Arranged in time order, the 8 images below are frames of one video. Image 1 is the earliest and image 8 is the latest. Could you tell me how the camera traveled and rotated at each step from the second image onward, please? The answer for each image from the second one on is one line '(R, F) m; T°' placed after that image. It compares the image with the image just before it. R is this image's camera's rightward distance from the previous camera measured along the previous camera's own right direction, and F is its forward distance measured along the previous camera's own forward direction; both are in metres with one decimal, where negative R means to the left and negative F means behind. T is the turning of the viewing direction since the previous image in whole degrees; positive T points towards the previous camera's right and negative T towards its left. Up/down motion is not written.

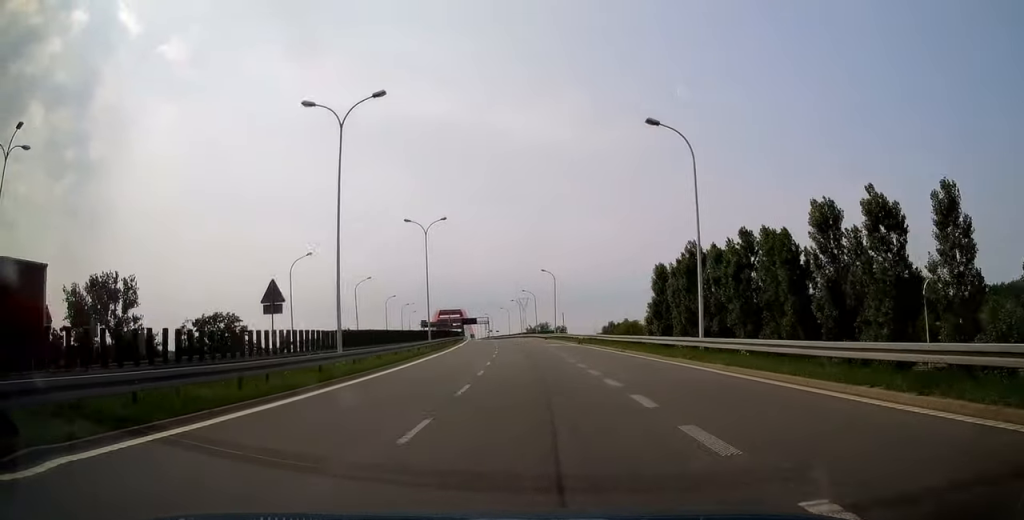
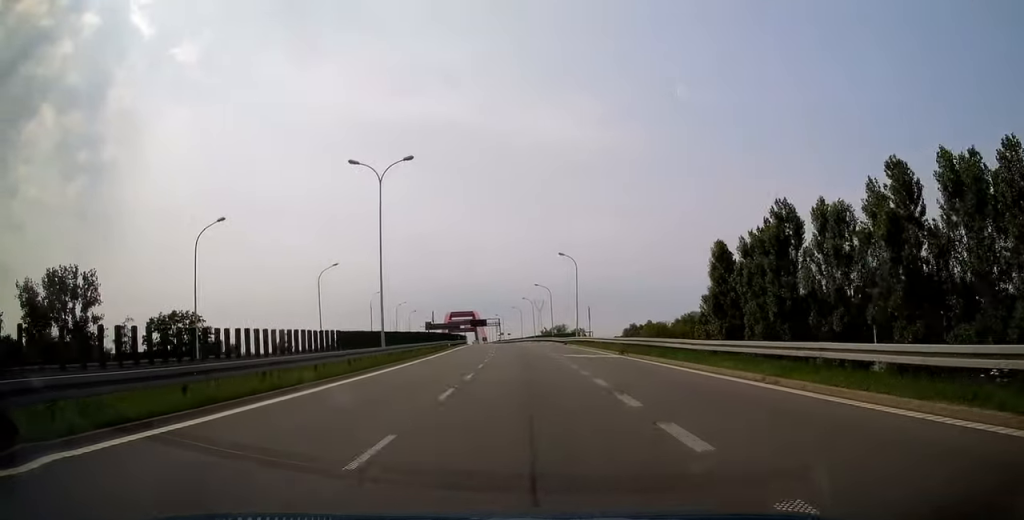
(-0.1, +19.6) m; -1°
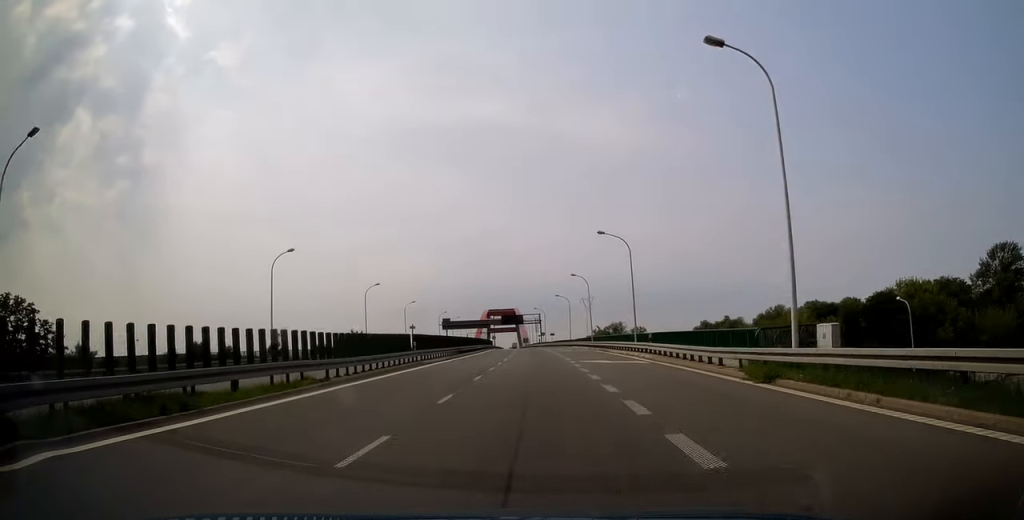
(-1.9, +48.0) m; -5°
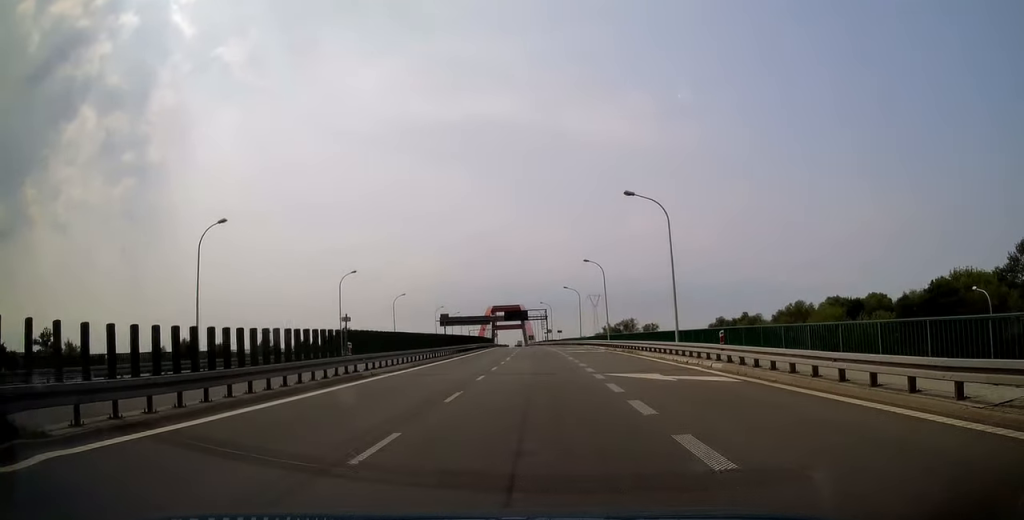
(-0.1, +12.0) m; -1°
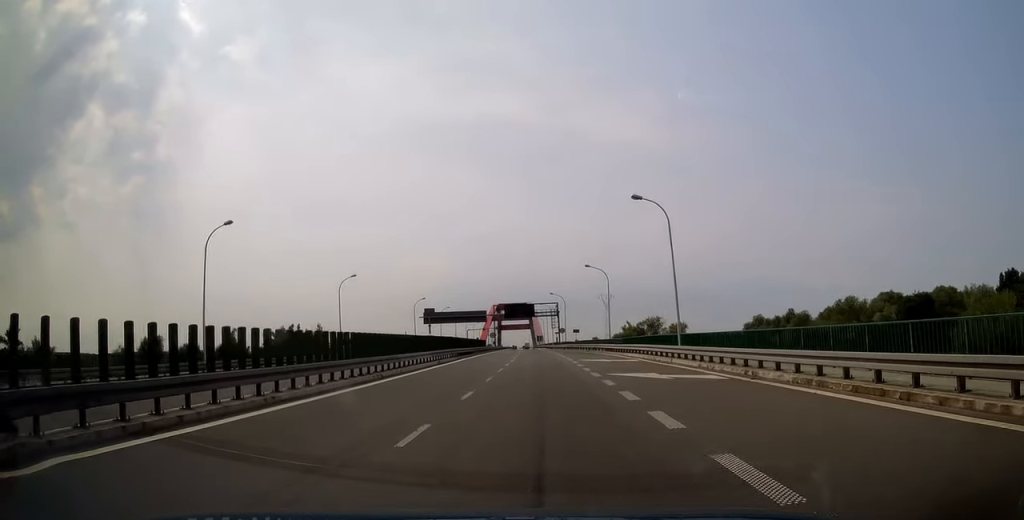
(-0.2, +28.9) m; -2°
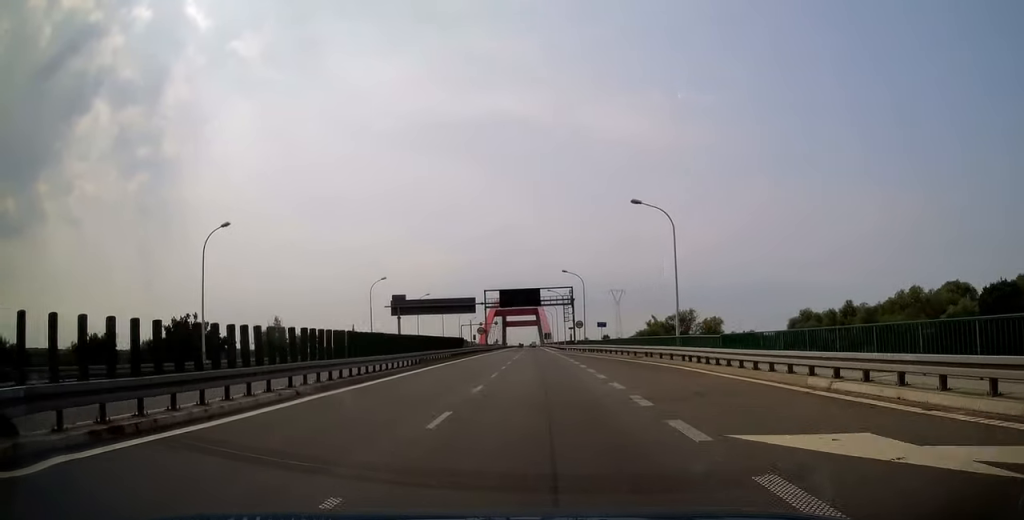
(-0.5, +28.7) m; -1°
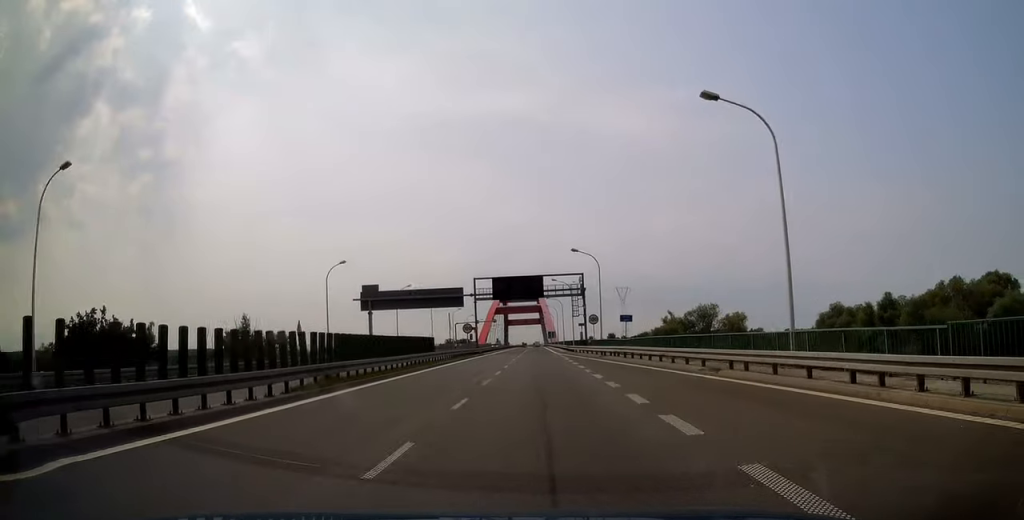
(0.0, +15.3) m; 0°
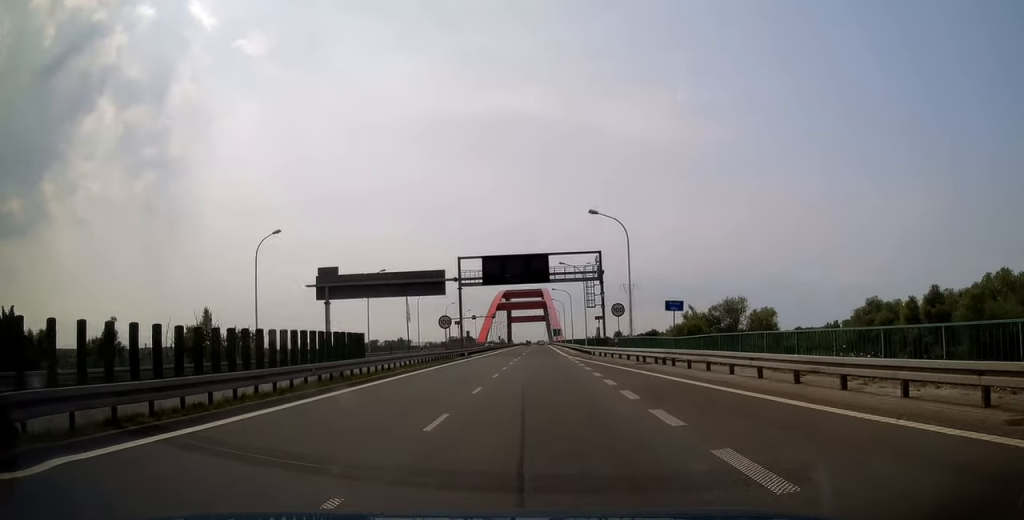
(0.0, +14.9) m; 0°
